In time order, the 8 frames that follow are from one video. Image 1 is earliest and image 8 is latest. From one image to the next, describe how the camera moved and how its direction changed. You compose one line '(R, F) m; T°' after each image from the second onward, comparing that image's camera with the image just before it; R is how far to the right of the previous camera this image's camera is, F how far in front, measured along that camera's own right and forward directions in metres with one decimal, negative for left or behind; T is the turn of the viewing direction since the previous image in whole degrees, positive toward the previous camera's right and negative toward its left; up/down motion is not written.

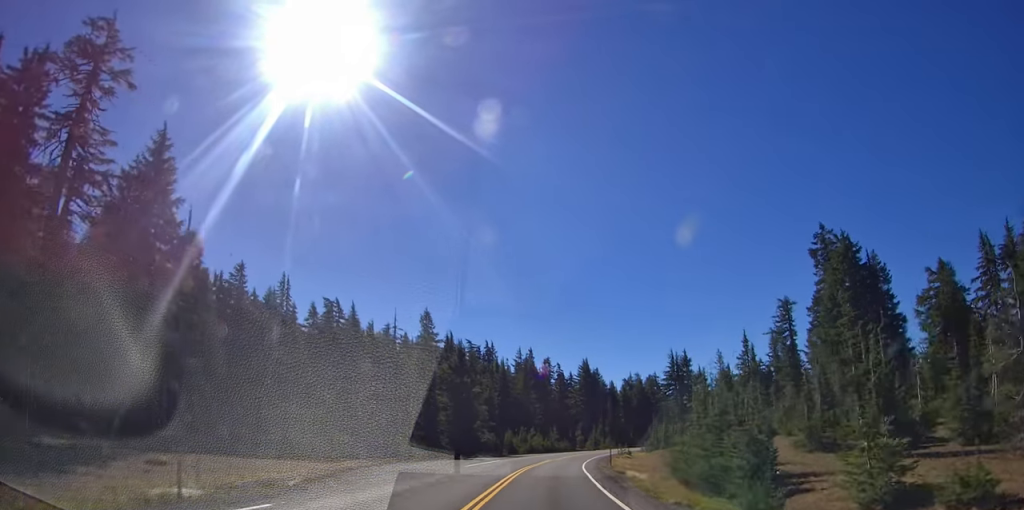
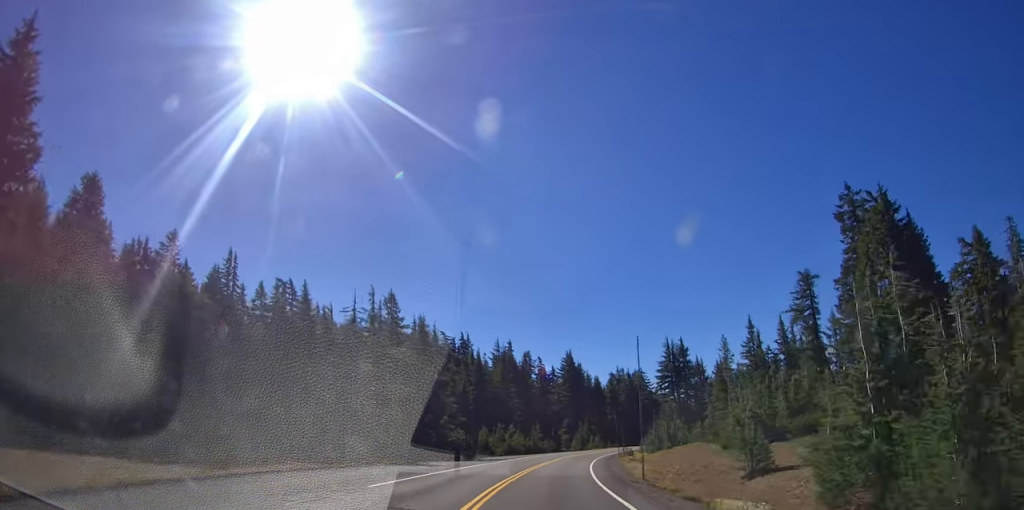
(+1.1, +15.1) m; +3°
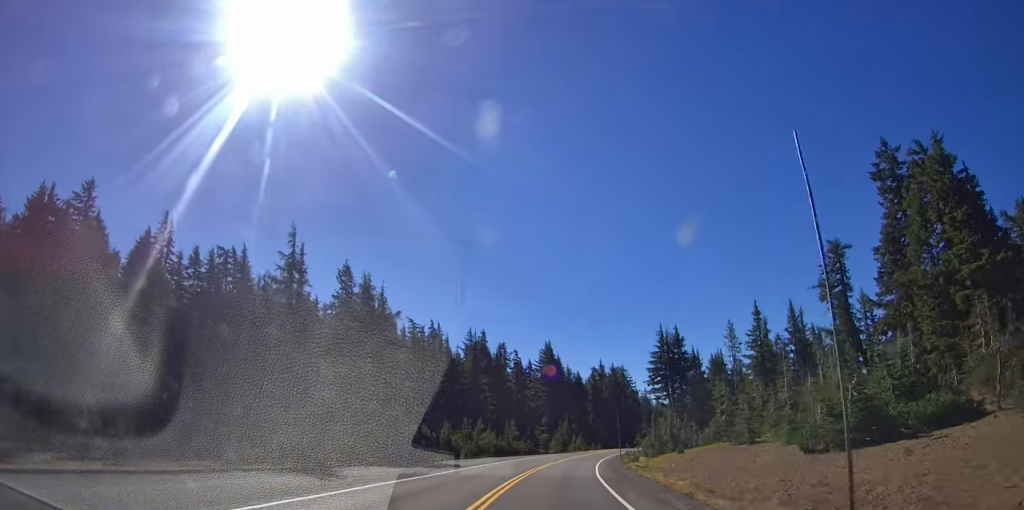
(+0.2, +15.0) m; +1°
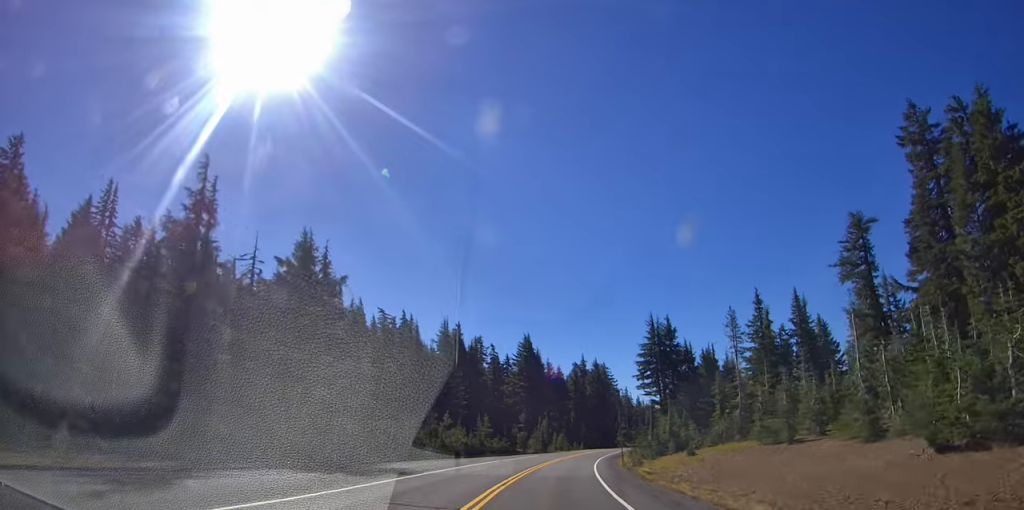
(0.0, +10.3) m; +1°
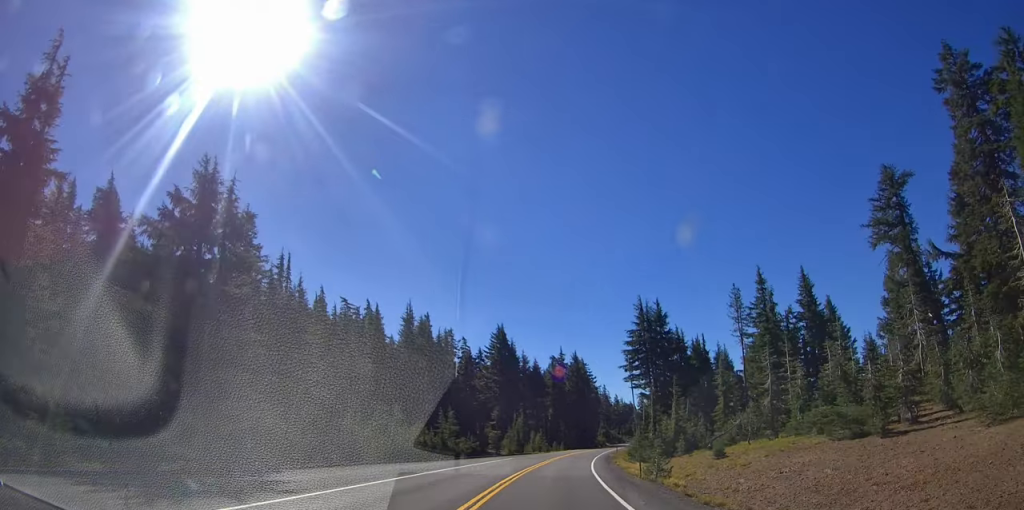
(-0.2, +11.6) m; +3°
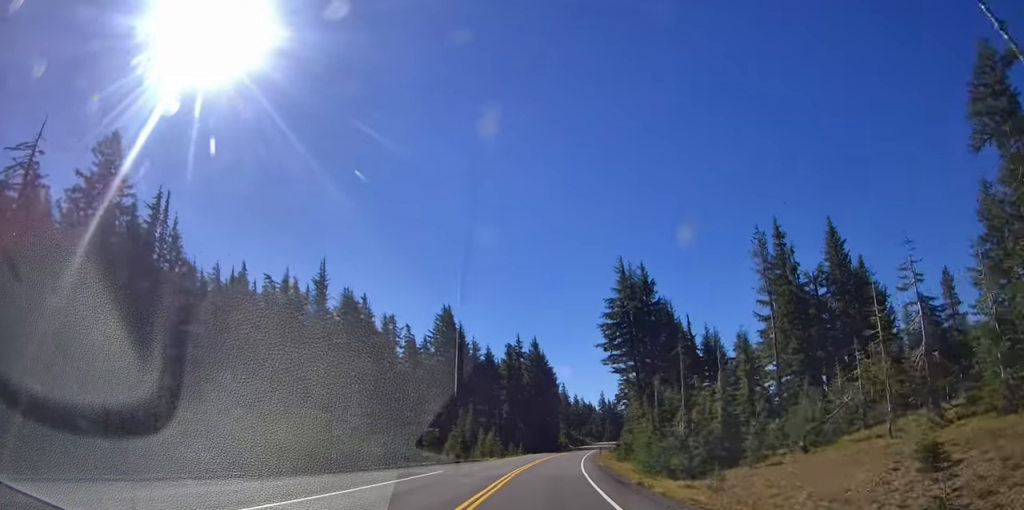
(+1.3, +21.2) m; +4°
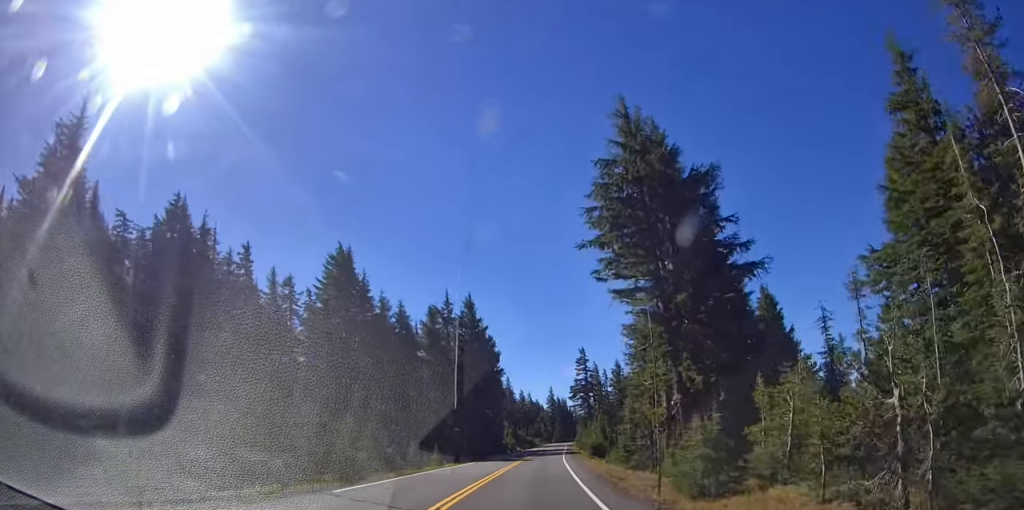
(+1.6, +35.8) m; +4°
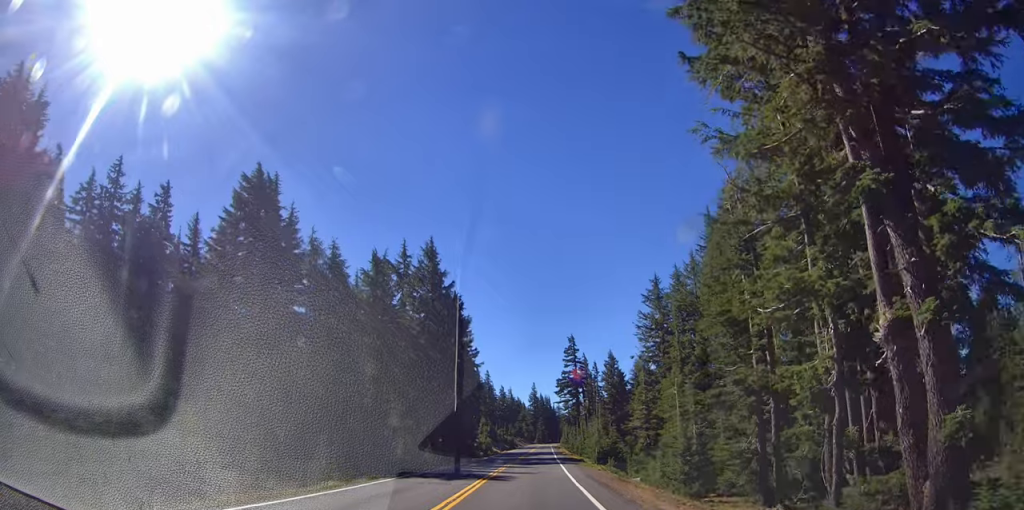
(-0.1, +22.6) m; +1°
